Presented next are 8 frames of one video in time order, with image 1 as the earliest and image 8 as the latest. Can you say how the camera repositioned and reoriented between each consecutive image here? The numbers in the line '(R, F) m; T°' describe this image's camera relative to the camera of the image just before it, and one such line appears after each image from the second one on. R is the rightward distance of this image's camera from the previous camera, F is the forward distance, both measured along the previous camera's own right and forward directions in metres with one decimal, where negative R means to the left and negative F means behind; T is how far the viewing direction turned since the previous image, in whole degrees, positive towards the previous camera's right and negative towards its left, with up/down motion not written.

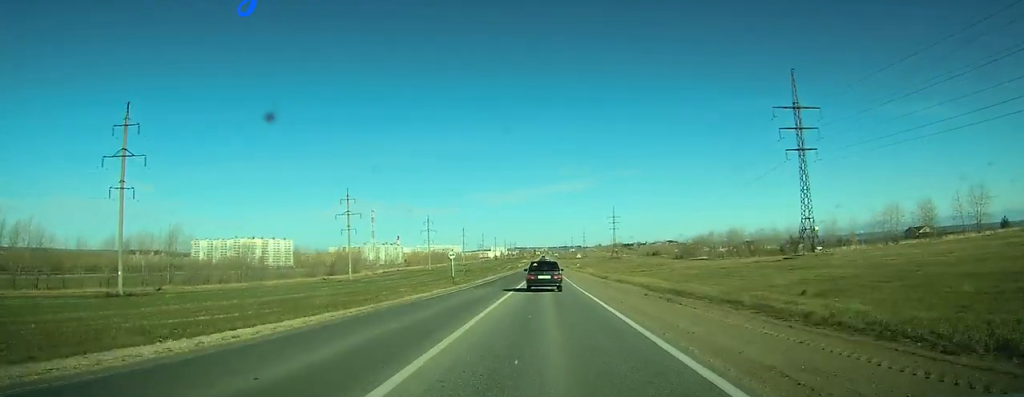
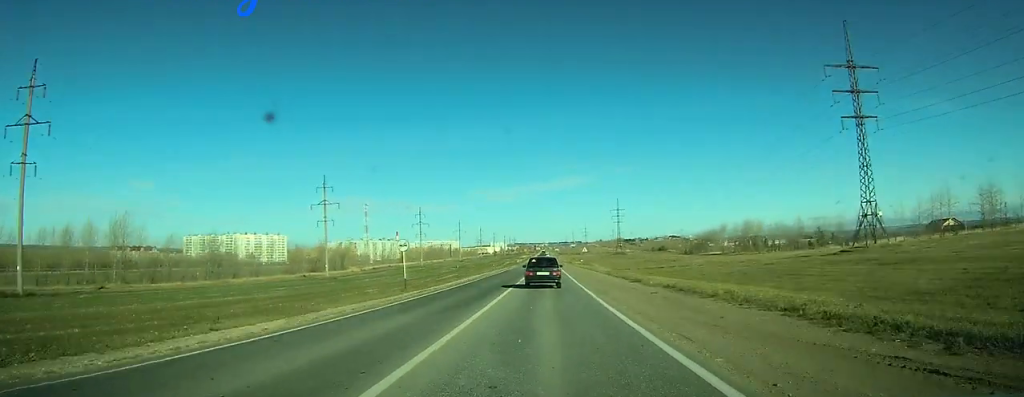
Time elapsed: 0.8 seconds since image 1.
(0.0, +17.4) m; 0°
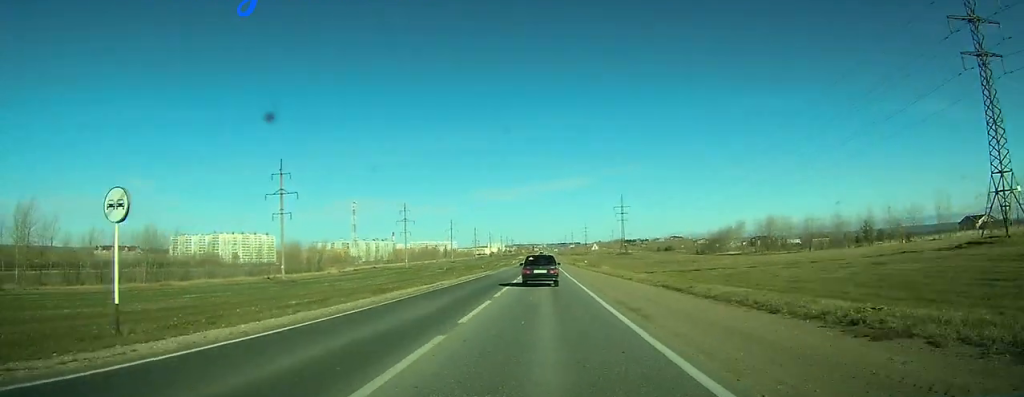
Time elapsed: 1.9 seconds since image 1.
(0.0, +23.4) m; 0°
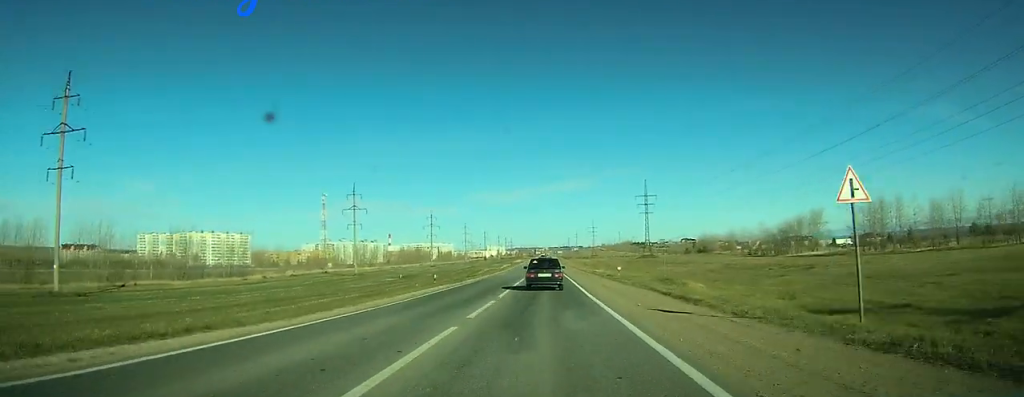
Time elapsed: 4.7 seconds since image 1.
(-0.1, +61.4) m; 0°
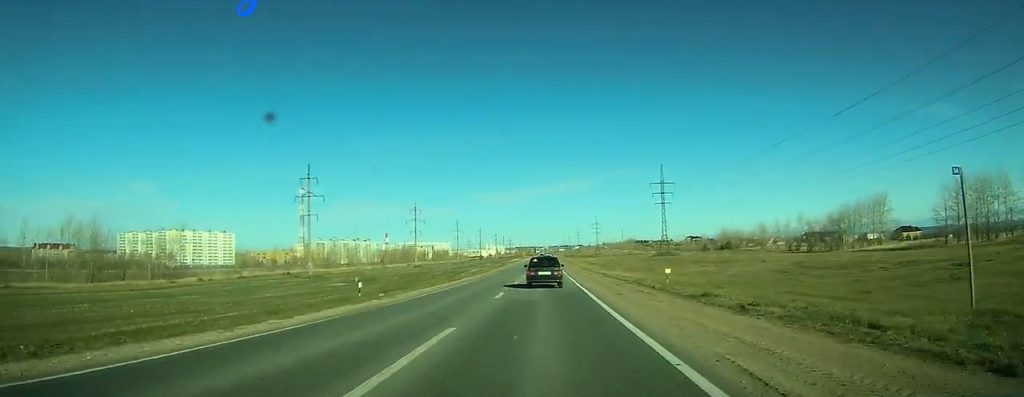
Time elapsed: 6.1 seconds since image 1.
(0.0, +31.9) m; 0°
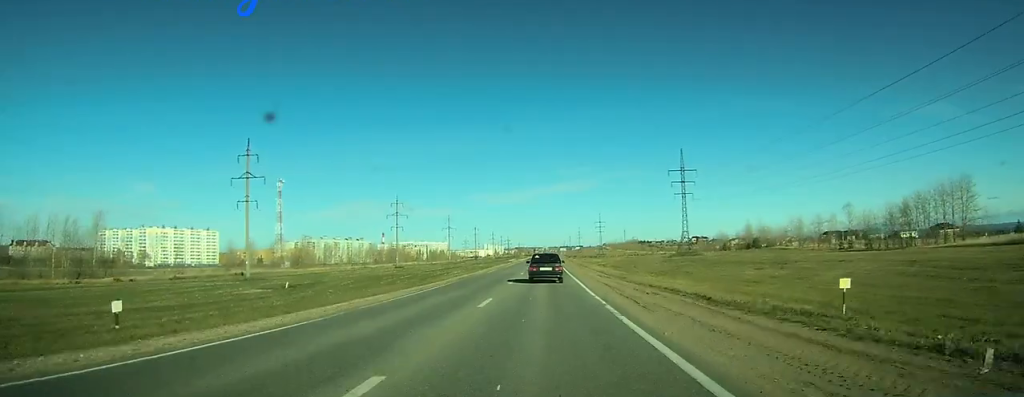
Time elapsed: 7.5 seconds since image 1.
(+0.1, +28.9) m; 0°
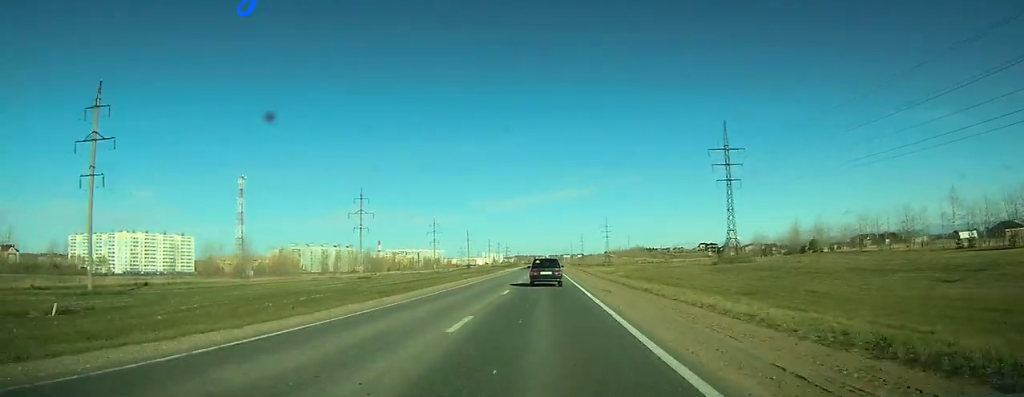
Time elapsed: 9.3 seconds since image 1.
(+0.1, +40.3) m; 0°
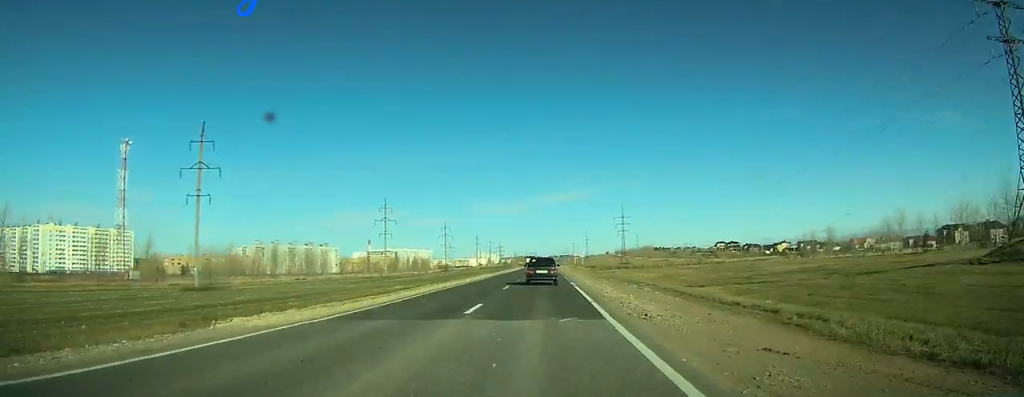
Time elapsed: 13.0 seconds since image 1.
(-0.1, +79.5) m; 0°
